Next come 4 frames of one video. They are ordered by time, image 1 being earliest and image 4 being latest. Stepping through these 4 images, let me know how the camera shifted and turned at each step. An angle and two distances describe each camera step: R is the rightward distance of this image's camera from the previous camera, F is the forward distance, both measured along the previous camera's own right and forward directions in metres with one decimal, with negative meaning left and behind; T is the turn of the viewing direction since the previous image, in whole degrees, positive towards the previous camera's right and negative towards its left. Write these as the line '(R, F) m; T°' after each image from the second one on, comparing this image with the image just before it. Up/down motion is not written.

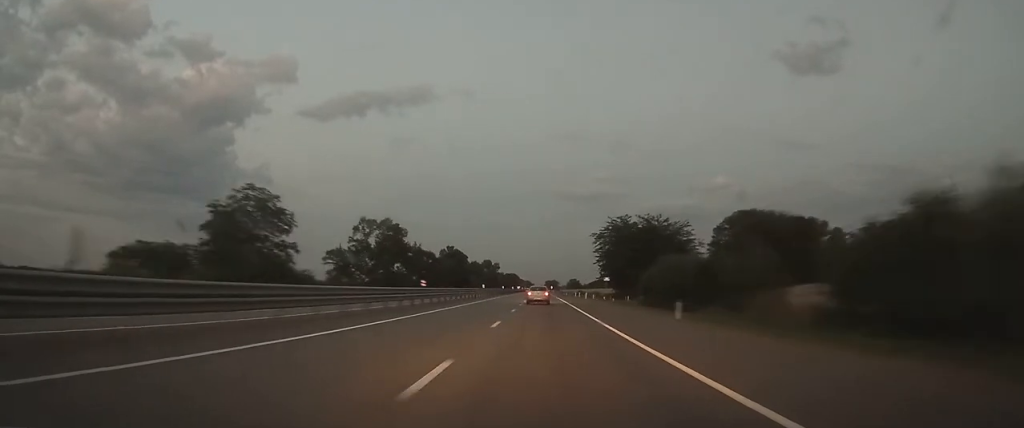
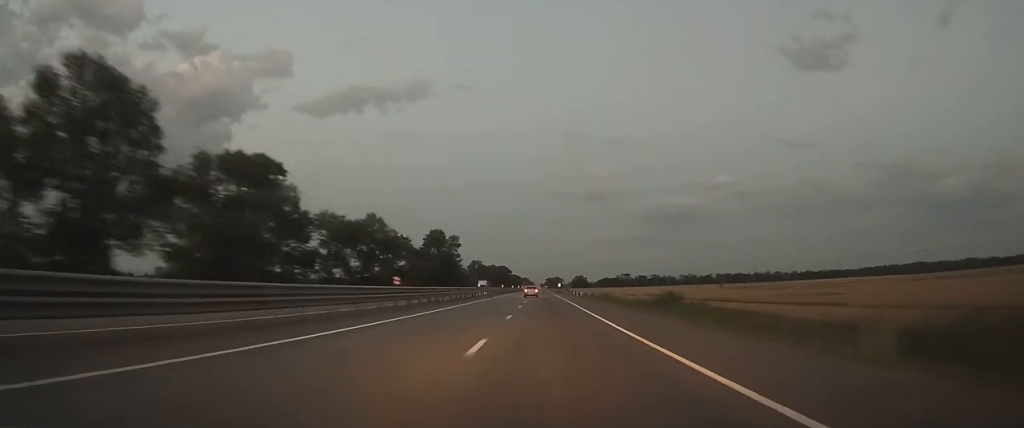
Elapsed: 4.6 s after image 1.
(+0.3, +163.6) m; 0°
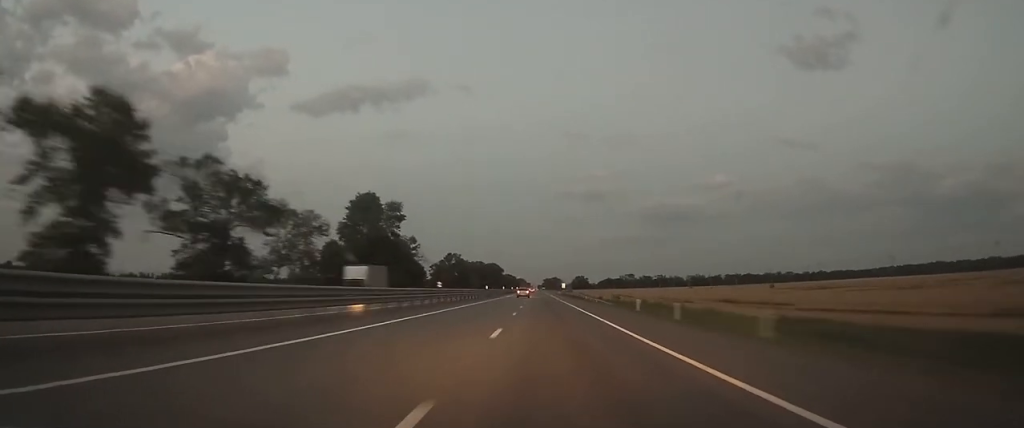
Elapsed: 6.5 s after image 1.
(-0.1, +68.0) m; 0°
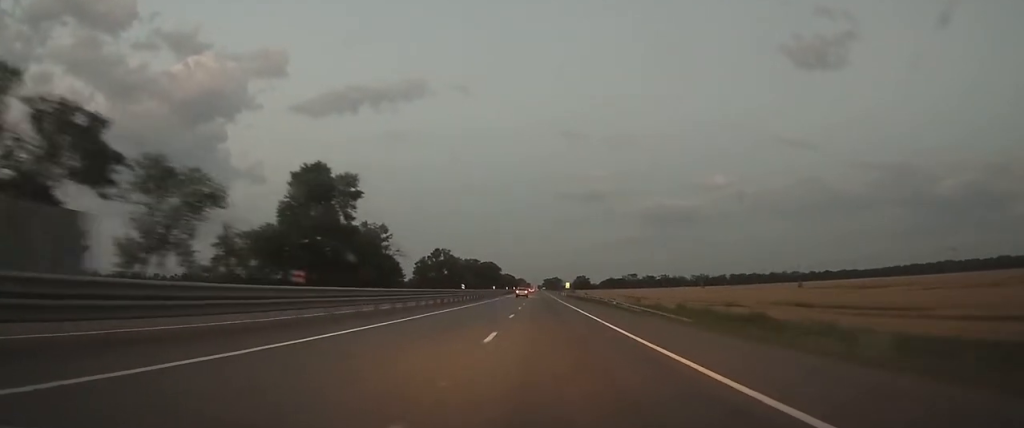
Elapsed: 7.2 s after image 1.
(0.0, +25.2) m; 0°
